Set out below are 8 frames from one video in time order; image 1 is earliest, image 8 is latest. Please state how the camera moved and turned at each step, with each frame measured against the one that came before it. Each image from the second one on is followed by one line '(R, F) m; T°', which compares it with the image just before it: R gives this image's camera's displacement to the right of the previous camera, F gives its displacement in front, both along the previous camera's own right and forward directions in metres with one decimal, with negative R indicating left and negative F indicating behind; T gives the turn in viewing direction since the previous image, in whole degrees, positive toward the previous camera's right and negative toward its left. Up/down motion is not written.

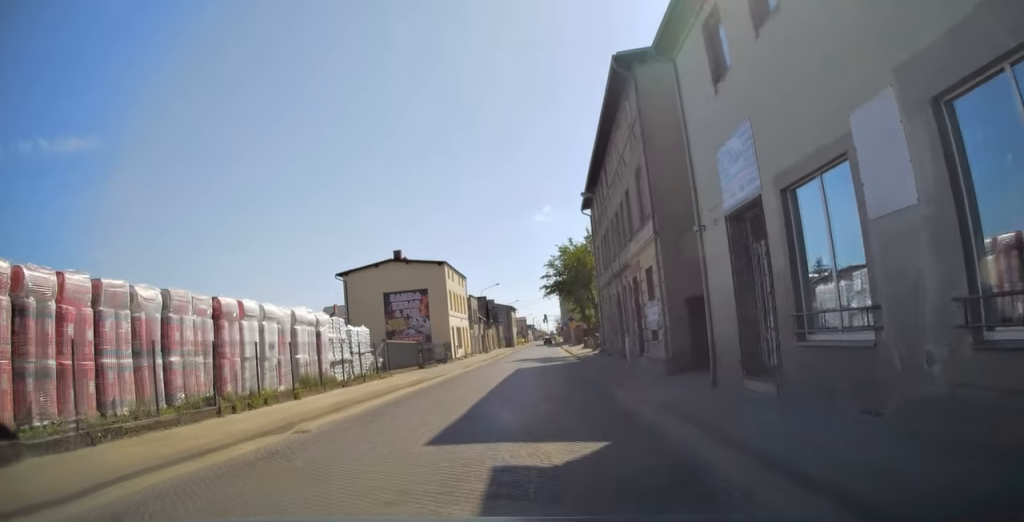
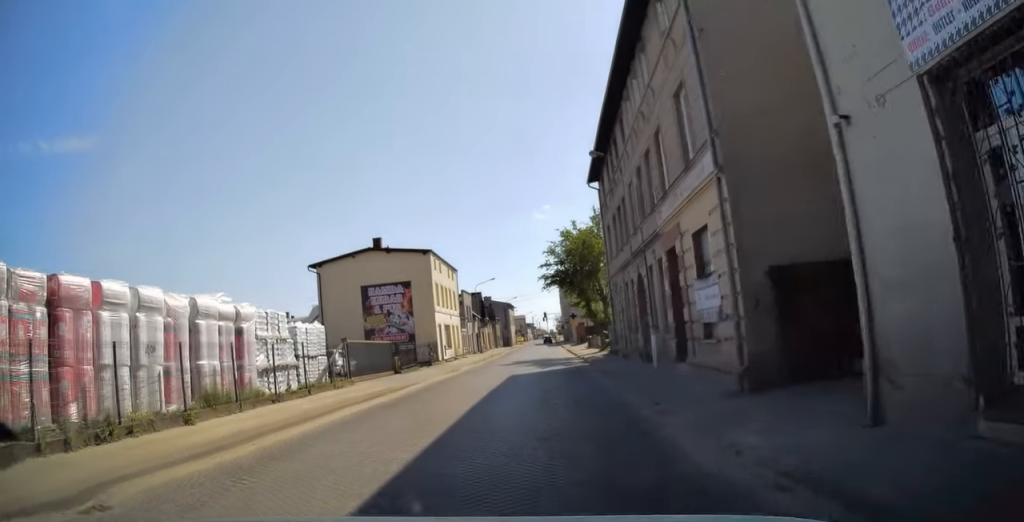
(0.0, +6.3) m; 0°
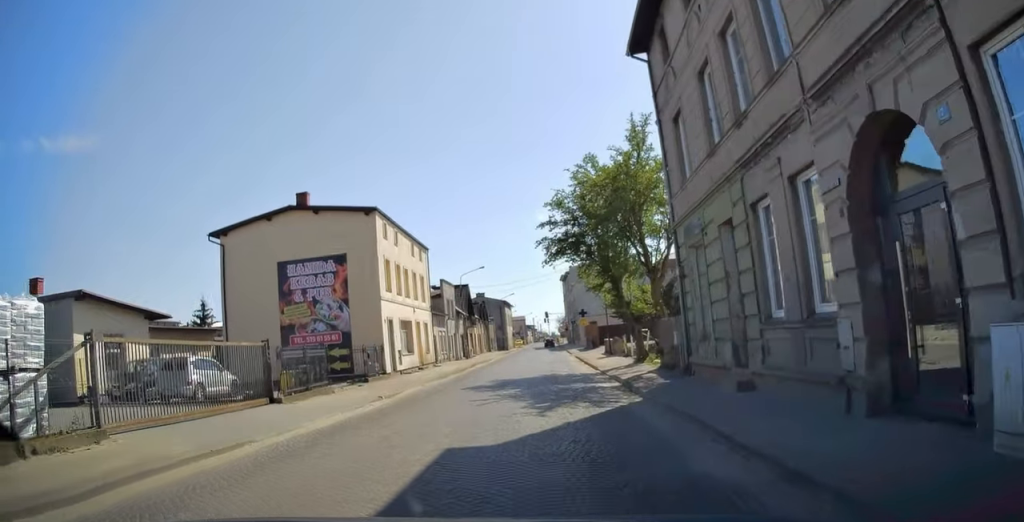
(-0.1, +15.4) m; 0°
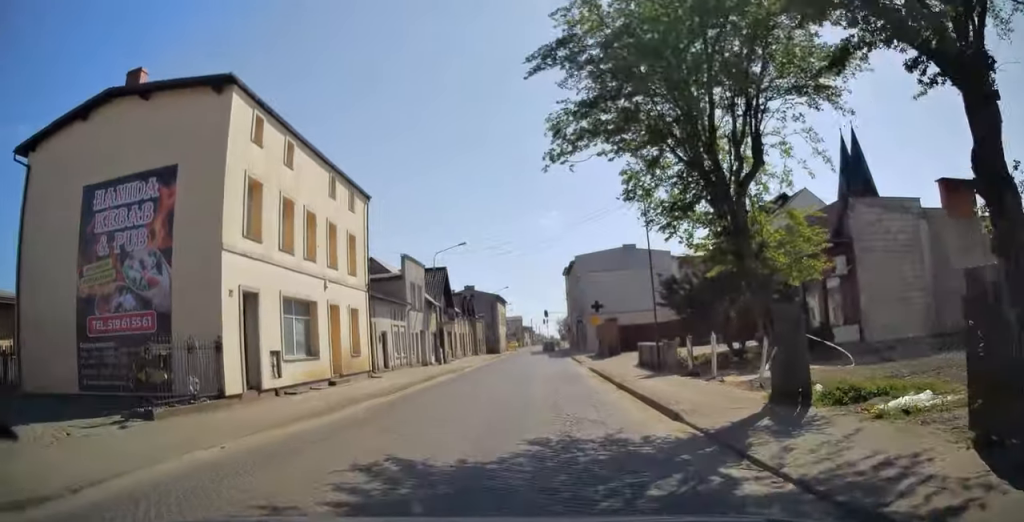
(+0.1, +15.6) m; +1°
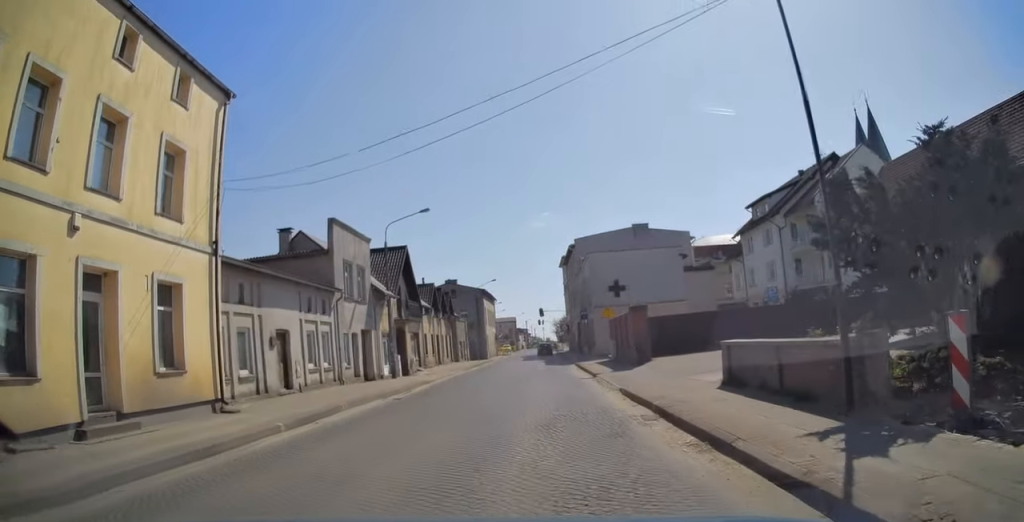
(0.0, +13.2) m; 0°
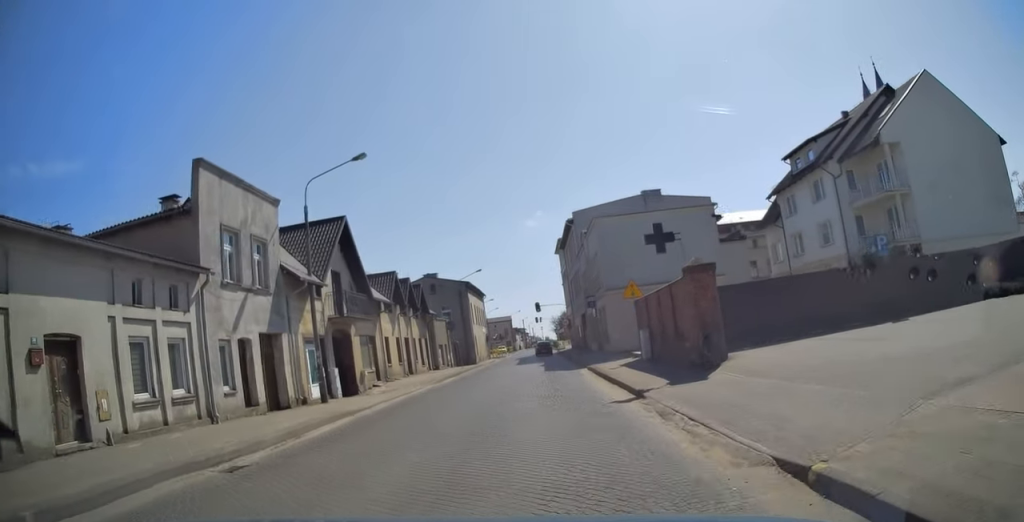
(-0.1, +11.2) m; 0°
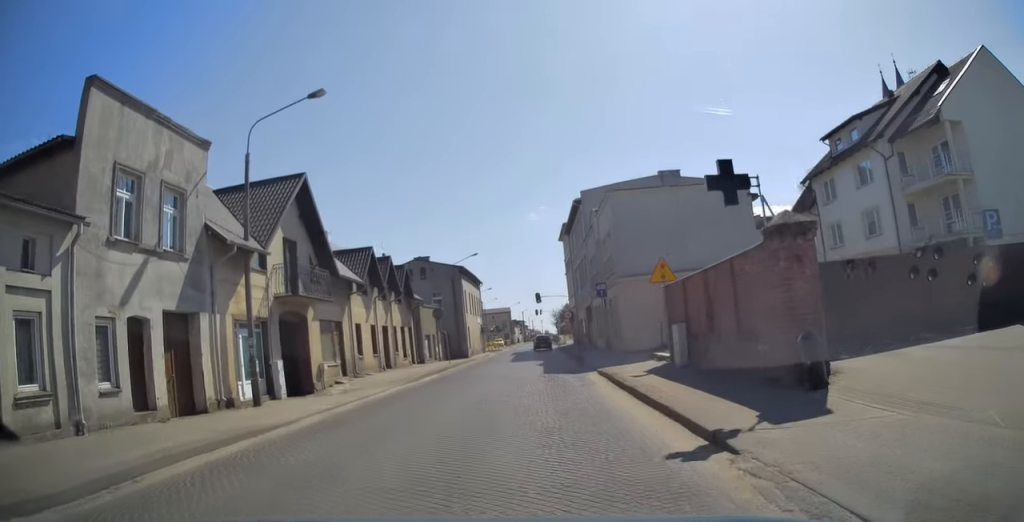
(0.0, +5.7) m; 0°
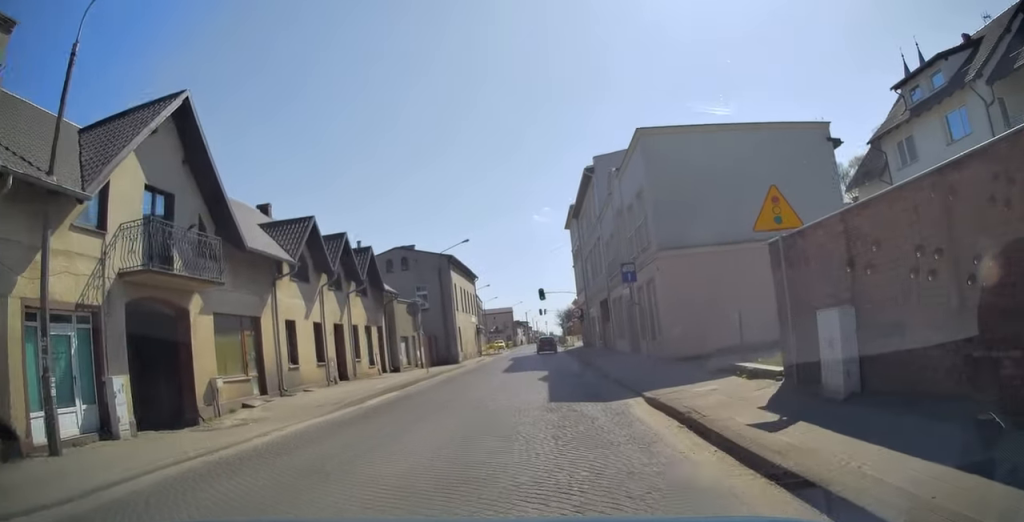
(0.0, +8.9) m; 0°
